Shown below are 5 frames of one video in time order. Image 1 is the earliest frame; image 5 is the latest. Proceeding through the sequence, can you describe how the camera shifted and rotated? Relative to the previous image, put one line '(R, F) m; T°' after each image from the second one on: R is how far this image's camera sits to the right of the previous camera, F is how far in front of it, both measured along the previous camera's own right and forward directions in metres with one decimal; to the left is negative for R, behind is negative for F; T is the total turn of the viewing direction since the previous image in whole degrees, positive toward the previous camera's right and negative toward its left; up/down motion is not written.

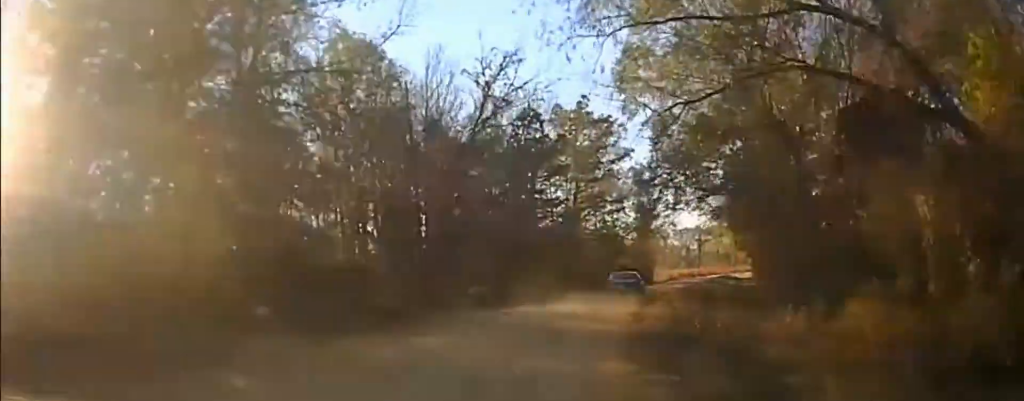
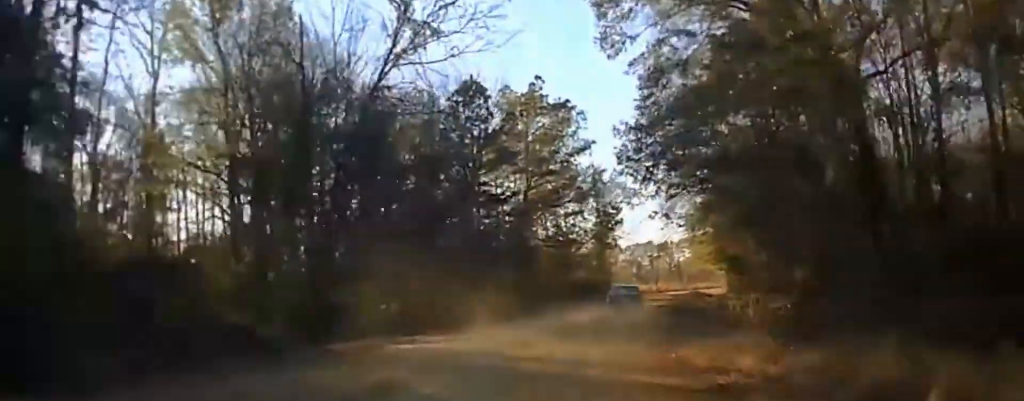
(+0.7, +16.3) m; +2°
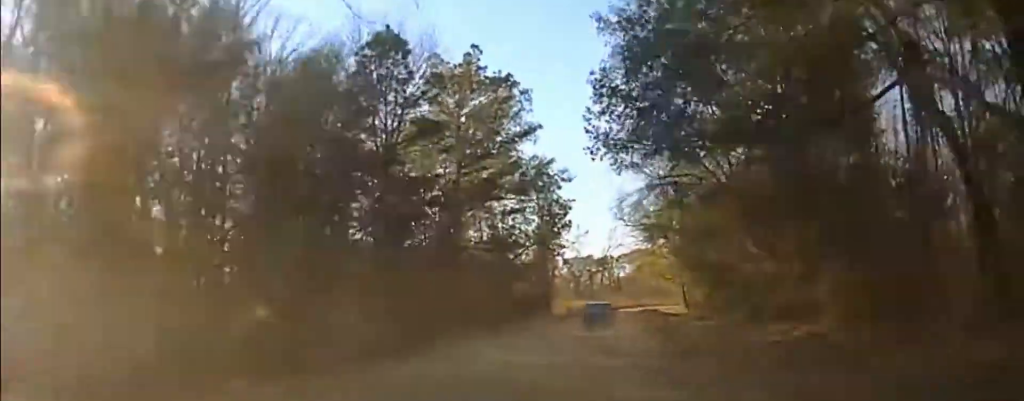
(+0.2, +16.2) m; +2°
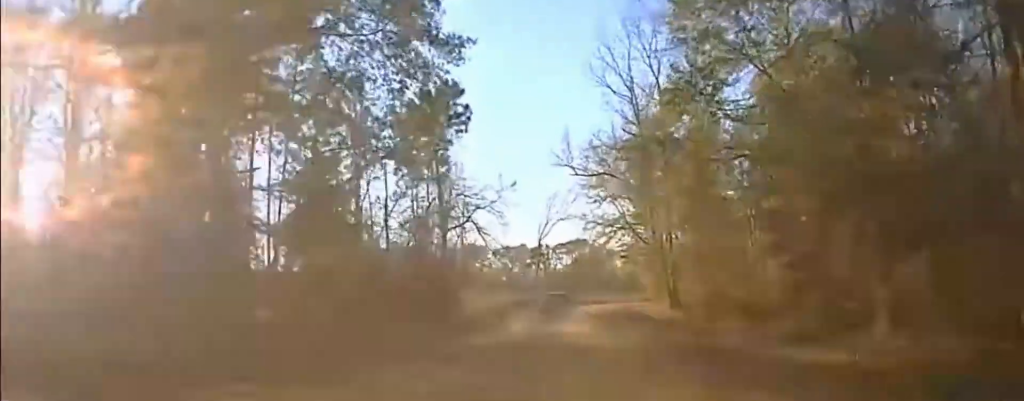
(+4.2, +48.7) m; +10°
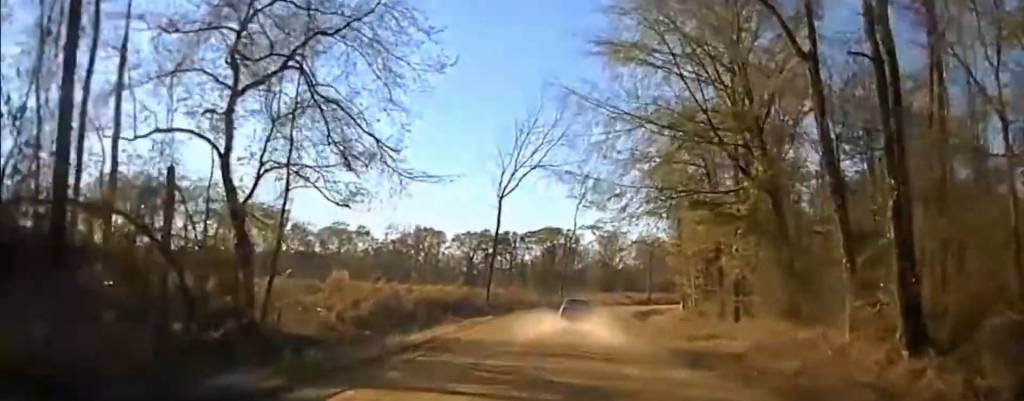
(+0.2, +62.2) m; 0°
